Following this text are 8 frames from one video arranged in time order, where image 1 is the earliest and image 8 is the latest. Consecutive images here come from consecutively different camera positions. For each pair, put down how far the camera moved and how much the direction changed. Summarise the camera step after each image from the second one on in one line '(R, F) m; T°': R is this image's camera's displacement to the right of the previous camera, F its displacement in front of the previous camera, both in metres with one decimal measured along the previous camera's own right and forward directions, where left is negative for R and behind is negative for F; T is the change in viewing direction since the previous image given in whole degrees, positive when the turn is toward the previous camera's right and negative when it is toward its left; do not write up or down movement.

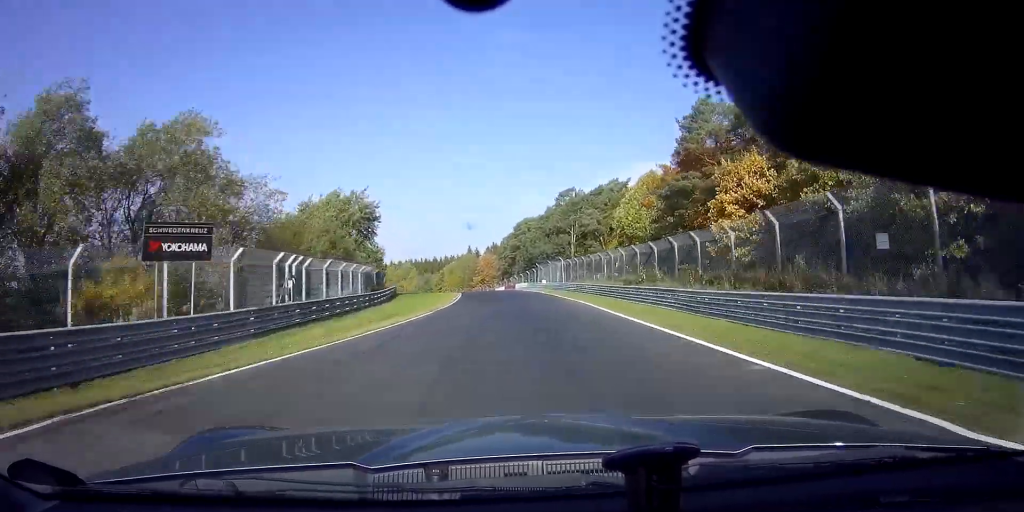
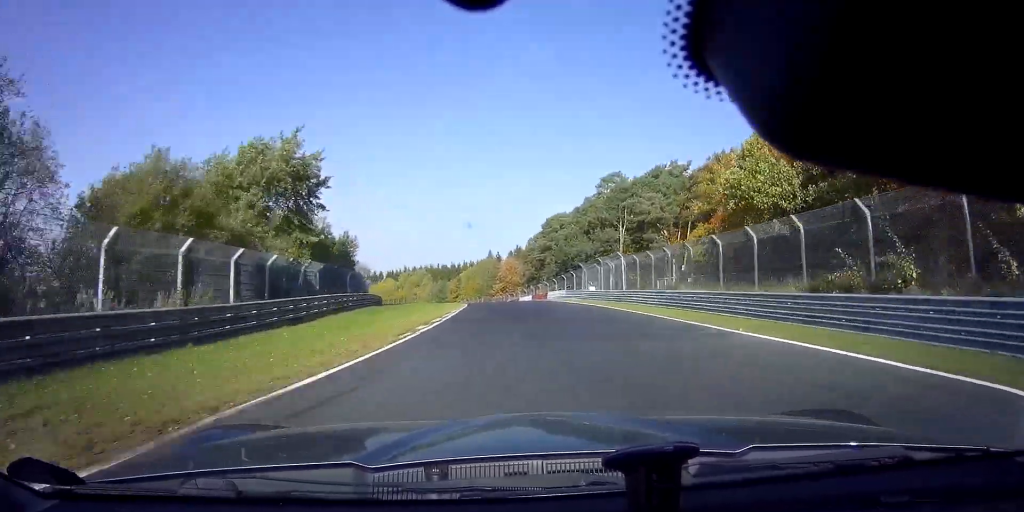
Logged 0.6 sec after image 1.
(-0.2, +23.2) m; -2°
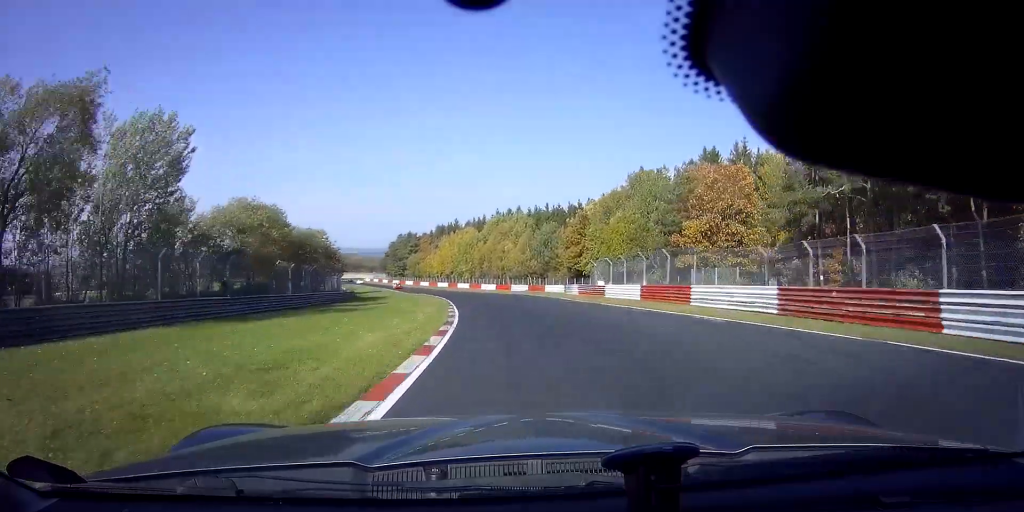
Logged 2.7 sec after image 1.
(-8.4, +84.4) m; -13°
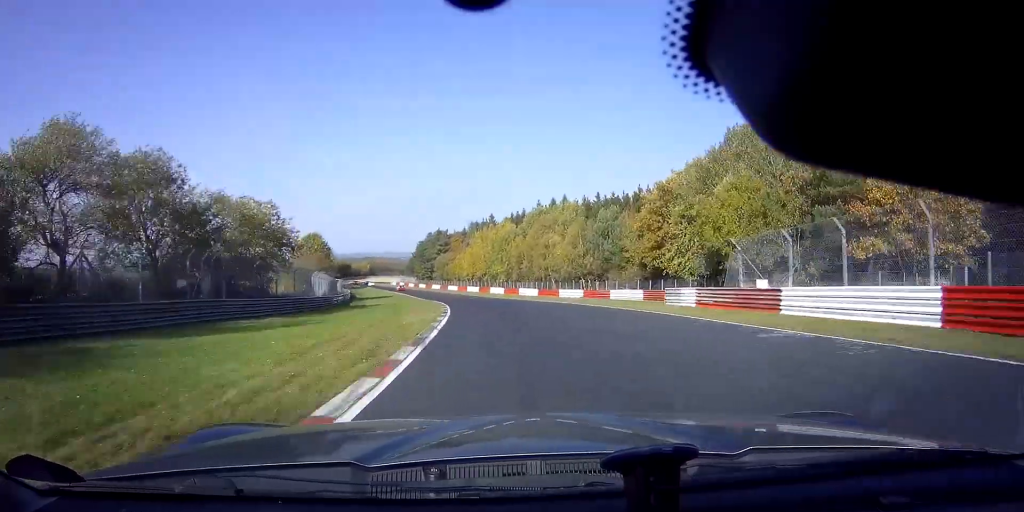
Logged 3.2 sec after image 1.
(-1.2, +21.3) m; -4°
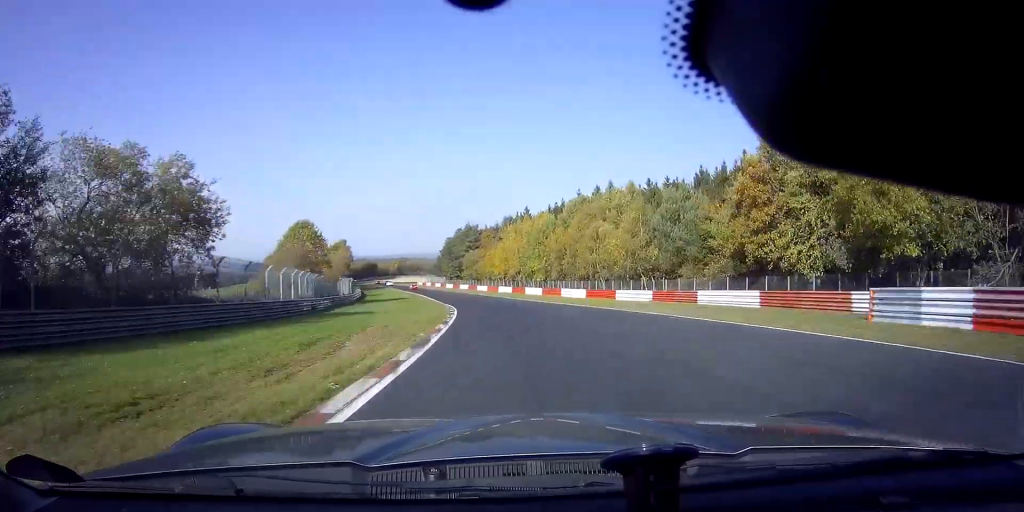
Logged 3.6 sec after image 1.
(0.0, +16.0) m; -3°
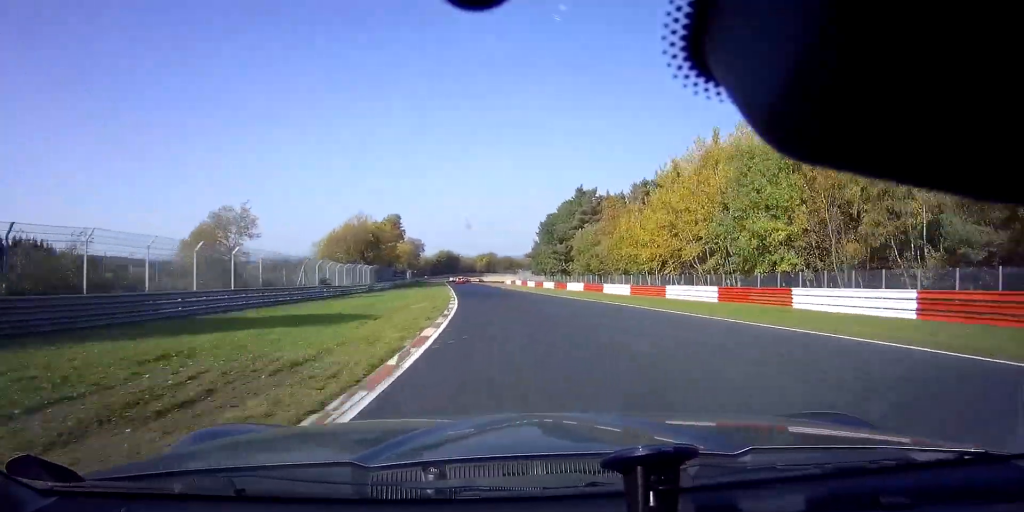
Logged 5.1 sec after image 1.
(-6.2, +57.2) m; -11°
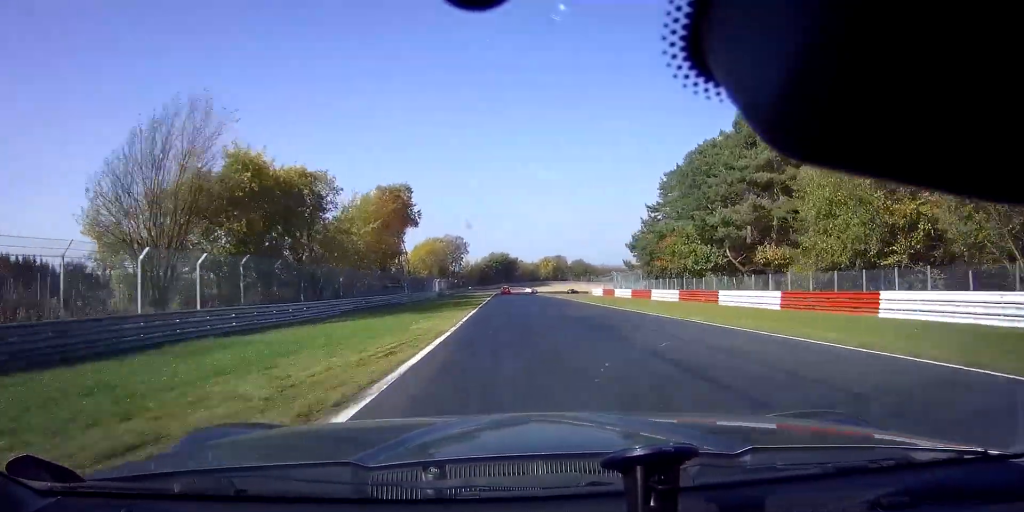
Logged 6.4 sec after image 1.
(-3.5, +51.0) m; -5°
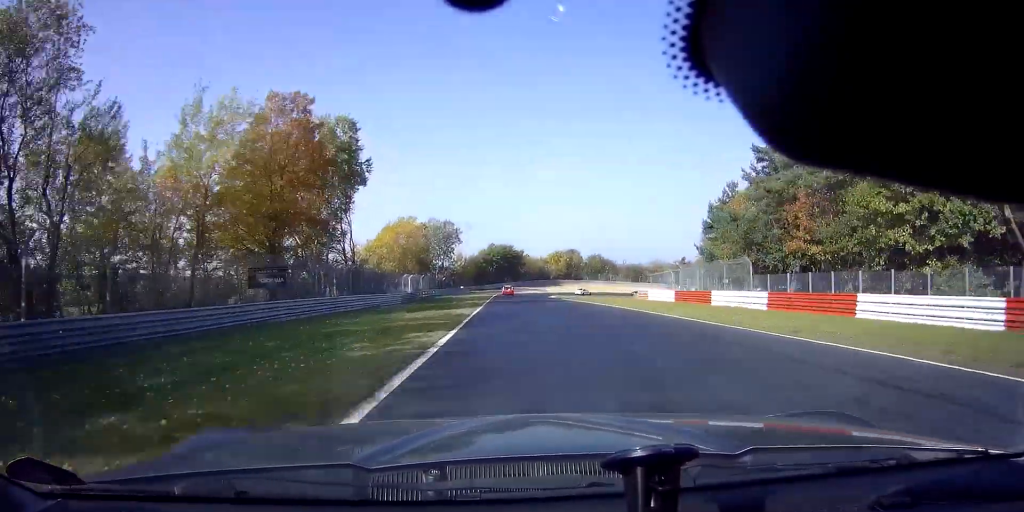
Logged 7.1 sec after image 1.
(-0.4, +28.8) m; -1°
